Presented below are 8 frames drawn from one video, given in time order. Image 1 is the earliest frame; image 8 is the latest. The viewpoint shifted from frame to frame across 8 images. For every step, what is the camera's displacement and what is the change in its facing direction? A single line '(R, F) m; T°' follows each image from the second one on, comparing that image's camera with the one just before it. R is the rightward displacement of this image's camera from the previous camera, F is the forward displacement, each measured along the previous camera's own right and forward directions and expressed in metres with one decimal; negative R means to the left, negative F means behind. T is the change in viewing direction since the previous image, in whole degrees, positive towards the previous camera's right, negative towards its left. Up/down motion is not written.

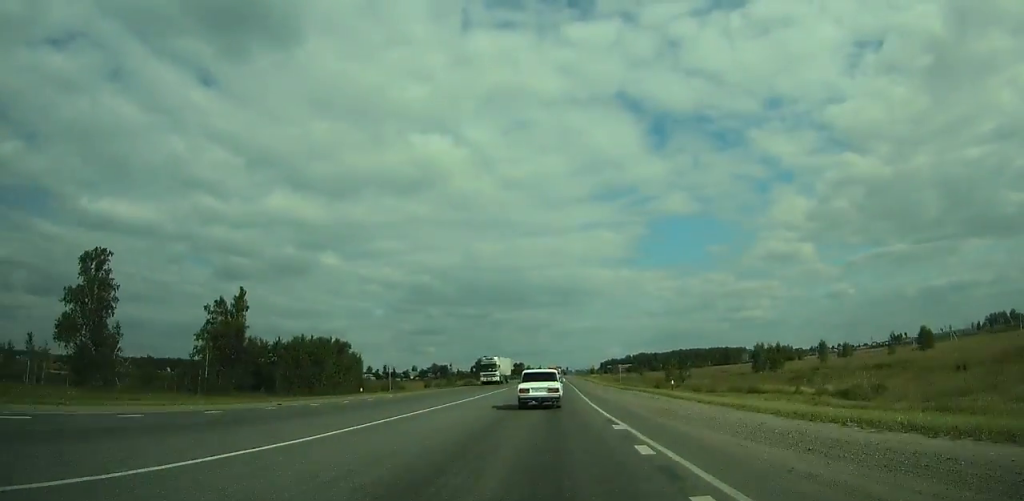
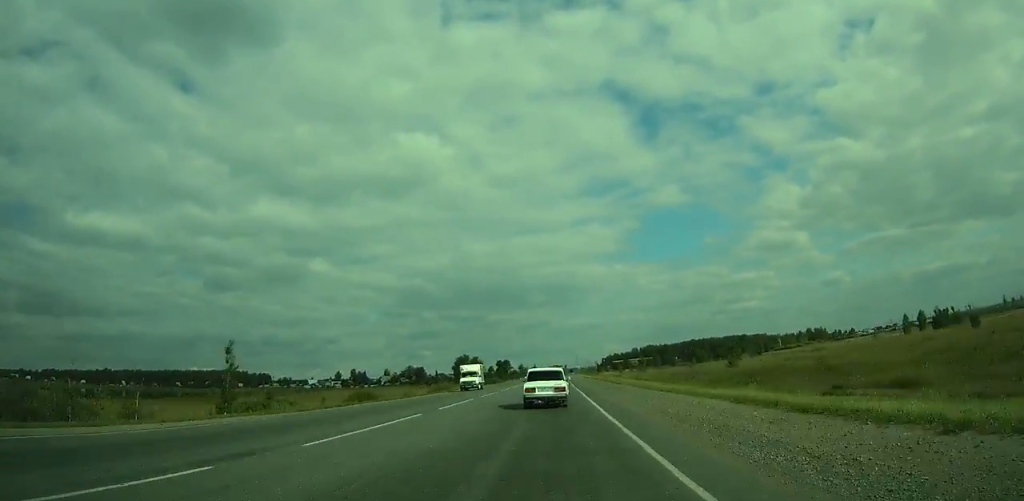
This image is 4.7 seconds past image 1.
(0.0, +95.7) m; 0°
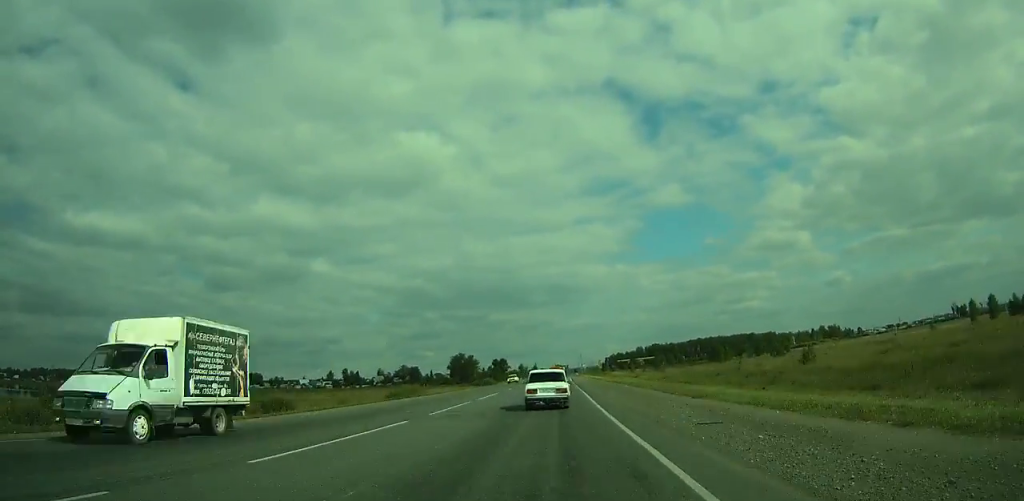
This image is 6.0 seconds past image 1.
(0.0, +26.2) m; 0°
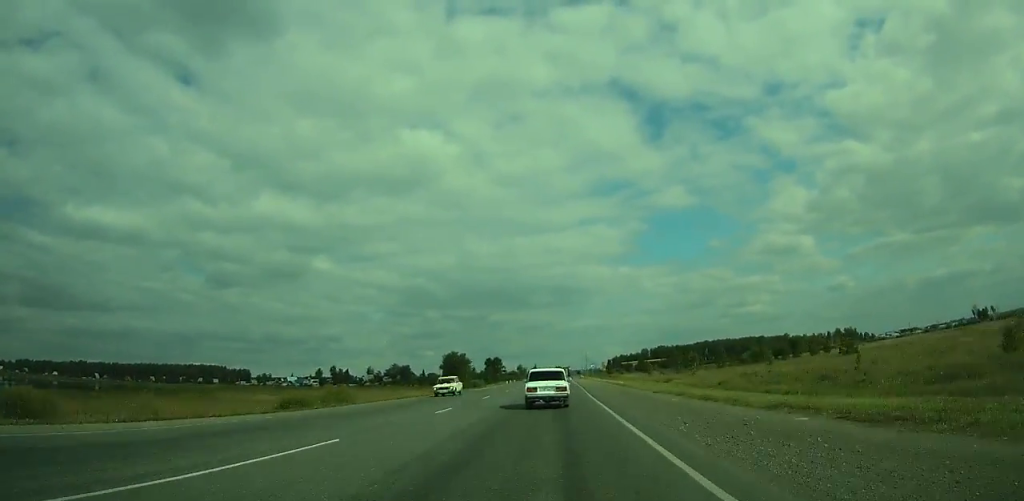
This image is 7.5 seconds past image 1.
(+0.1, +29.9) m; 0°
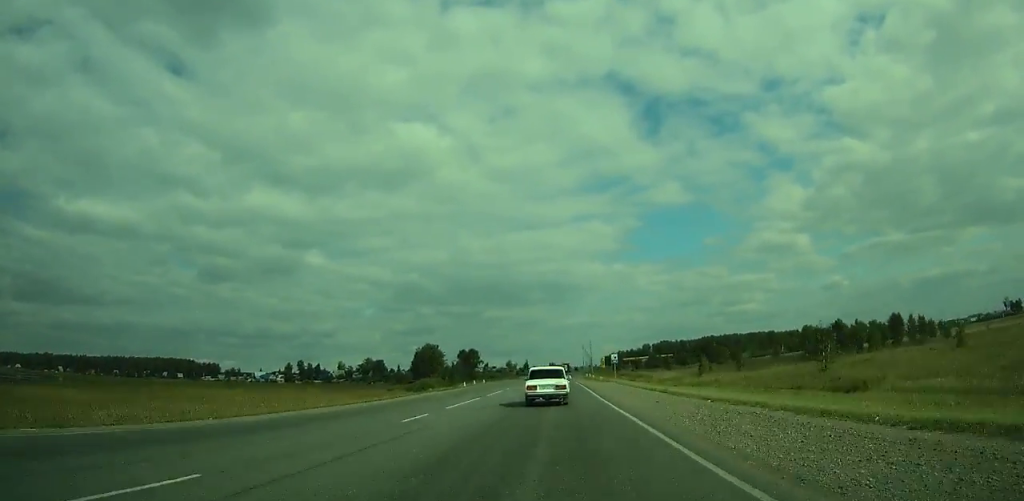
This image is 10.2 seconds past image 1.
(+0.2, +53.6) m; 0°
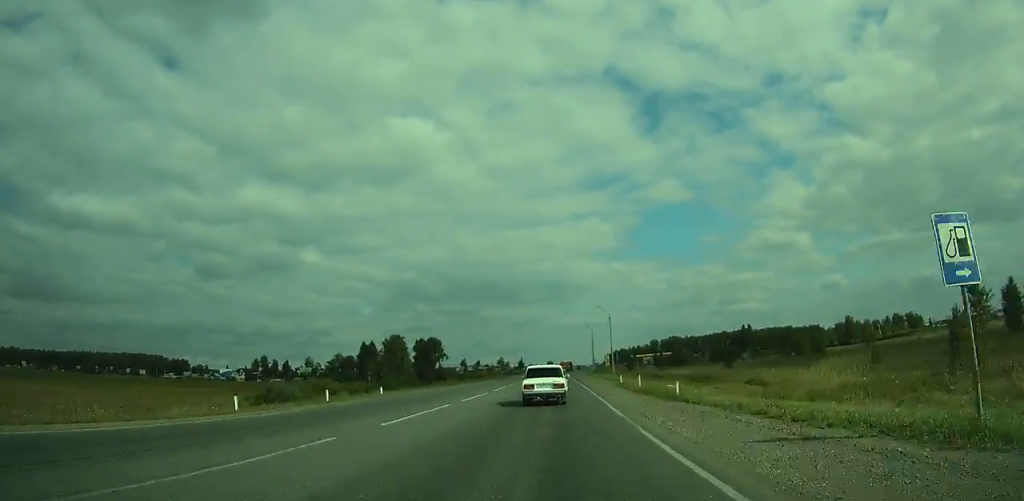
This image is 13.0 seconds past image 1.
(+0.2, +55.2) m; 0°
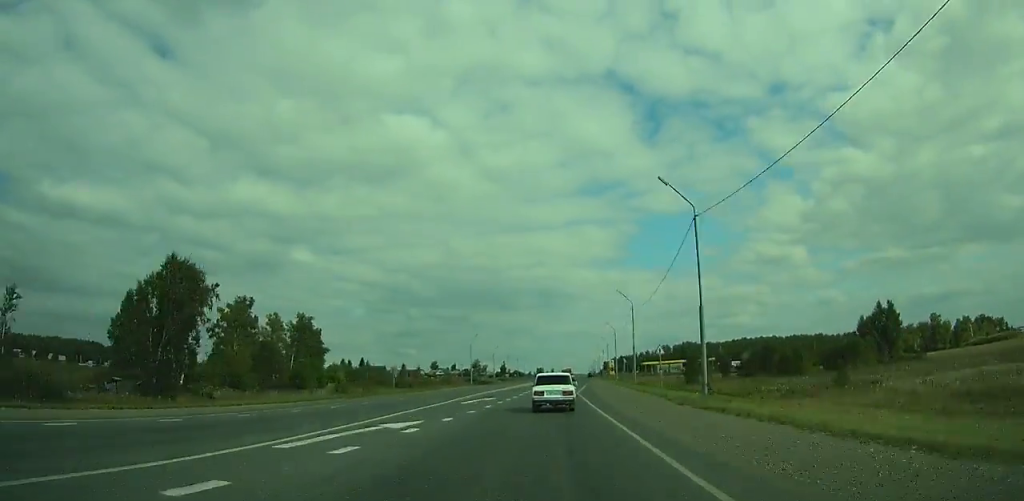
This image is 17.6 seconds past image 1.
(0.0, +89.5) m; +1°
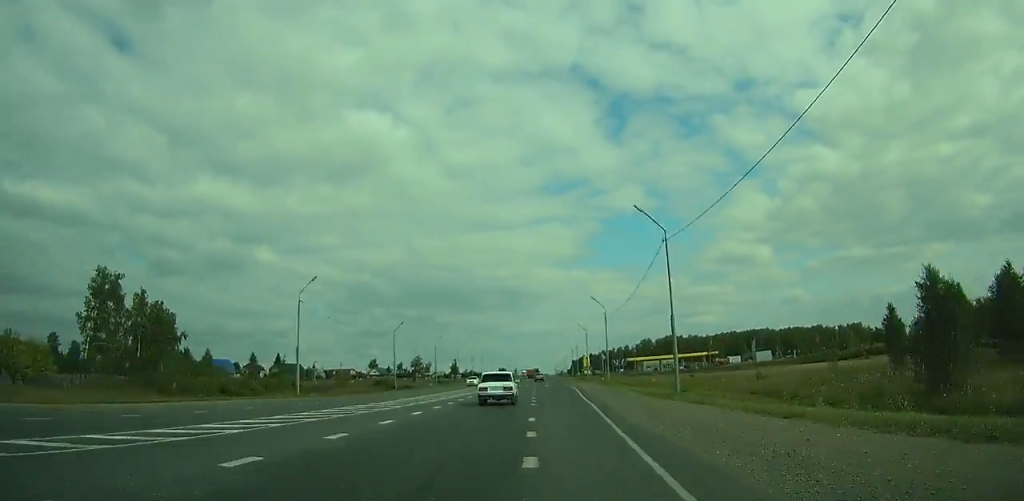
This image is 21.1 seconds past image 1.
(+1.4, +66.1) m; +2°
